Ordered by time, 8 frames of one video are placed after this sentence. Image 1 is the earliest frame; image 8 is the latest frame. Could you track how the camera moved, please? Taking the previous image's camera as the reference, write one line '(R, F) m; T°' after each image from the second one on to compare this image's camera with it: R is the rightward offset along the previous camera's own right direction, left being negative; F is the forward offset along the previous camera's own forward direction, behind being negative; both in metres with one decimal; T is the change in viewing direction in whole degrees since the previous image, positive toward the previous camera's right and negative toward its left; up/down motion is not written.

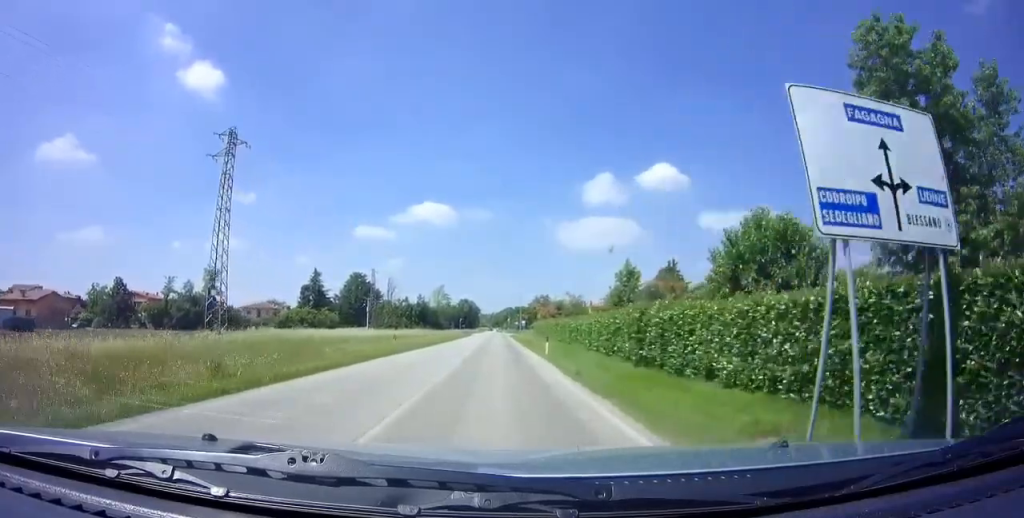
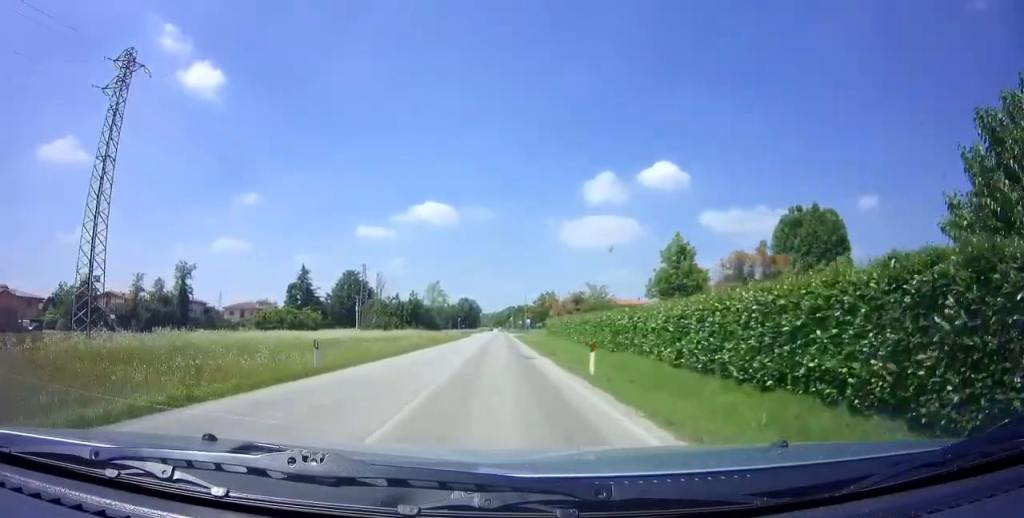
(-0.1, +13.0) m; 0°
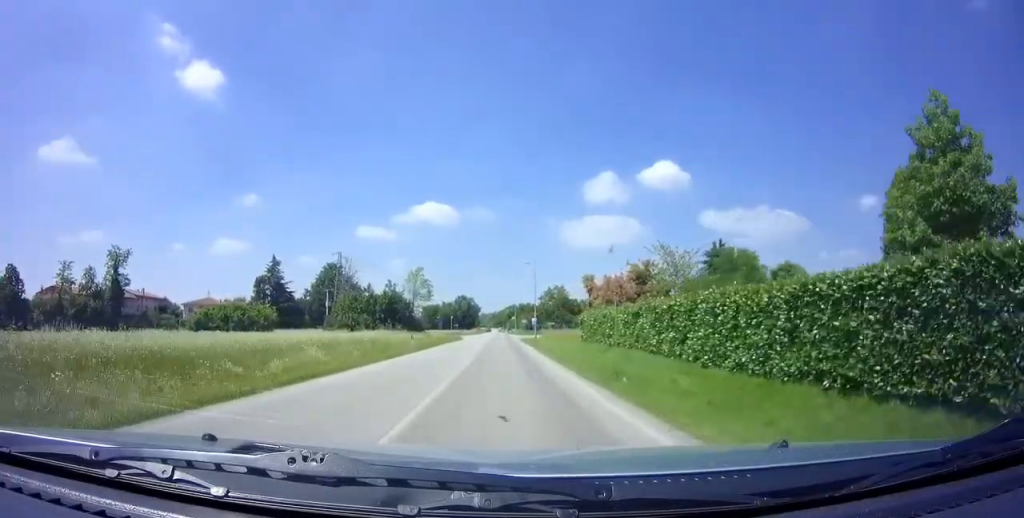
(+0.2, +22.0) m; +1°
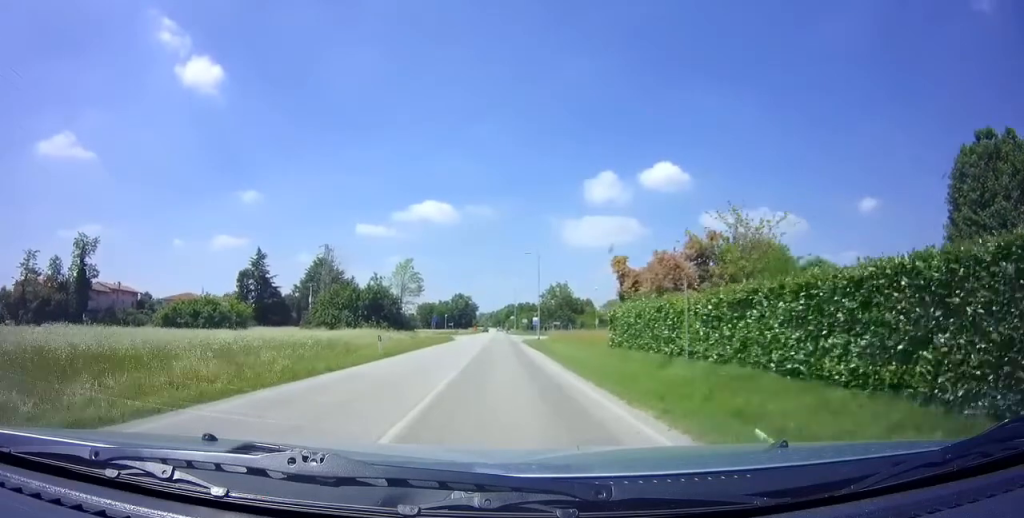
(+0.1, +8.6) m; 0°
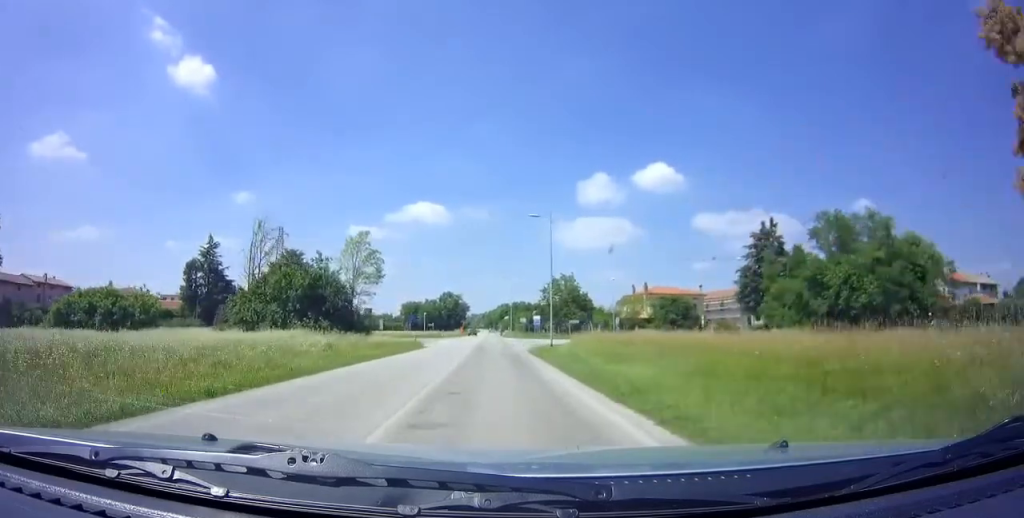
(0.0, +21.6) m; 0°
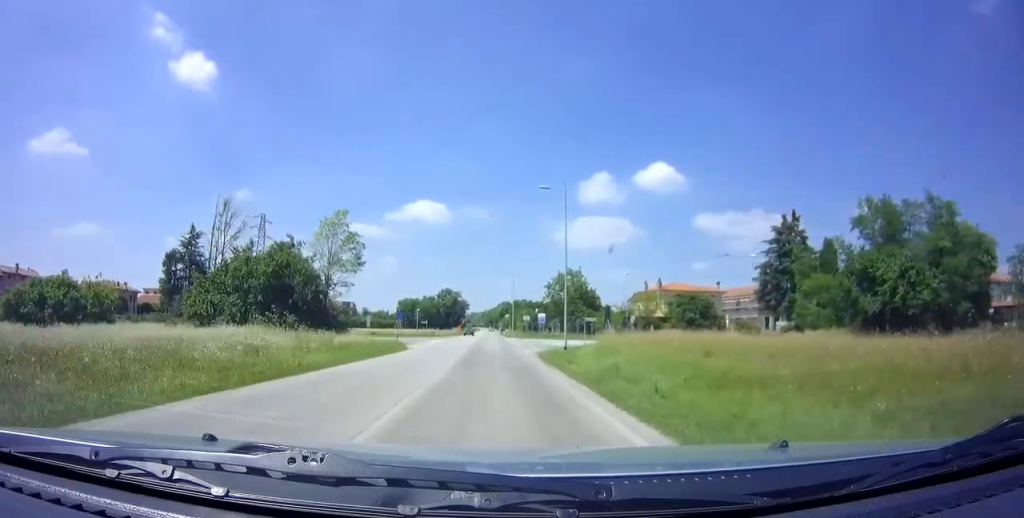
(0.0, +7.2) m; 0°
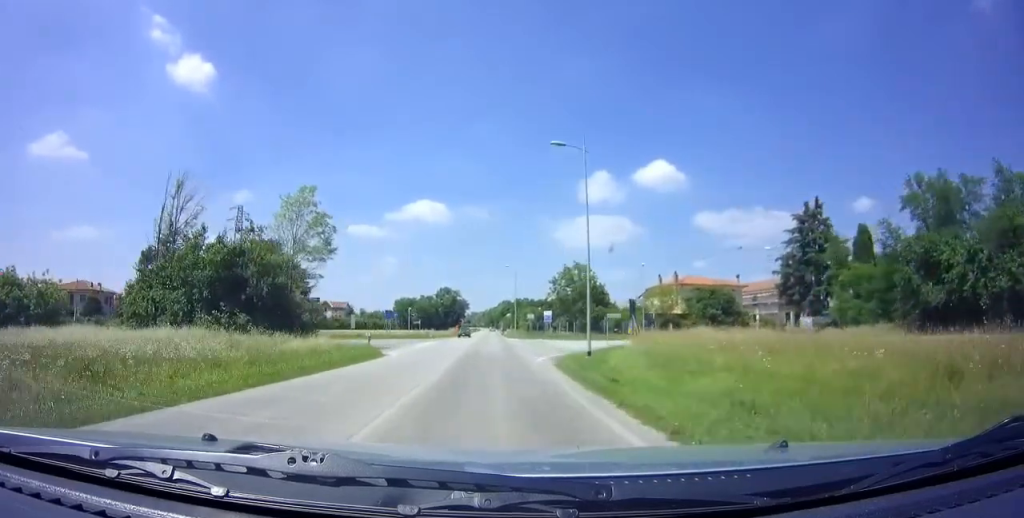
(0.0, +7.7) m; 0°
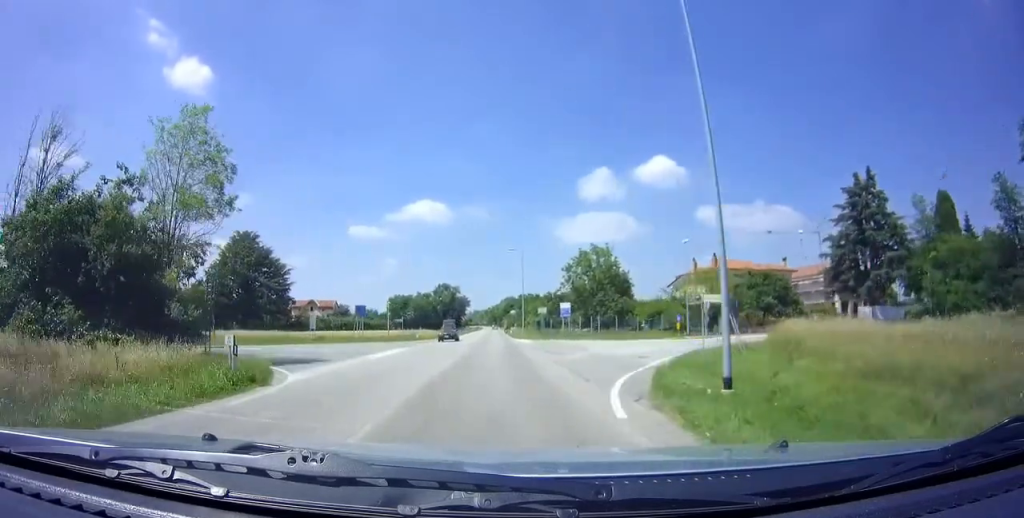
(-0.1, +14.2) m; 0°
